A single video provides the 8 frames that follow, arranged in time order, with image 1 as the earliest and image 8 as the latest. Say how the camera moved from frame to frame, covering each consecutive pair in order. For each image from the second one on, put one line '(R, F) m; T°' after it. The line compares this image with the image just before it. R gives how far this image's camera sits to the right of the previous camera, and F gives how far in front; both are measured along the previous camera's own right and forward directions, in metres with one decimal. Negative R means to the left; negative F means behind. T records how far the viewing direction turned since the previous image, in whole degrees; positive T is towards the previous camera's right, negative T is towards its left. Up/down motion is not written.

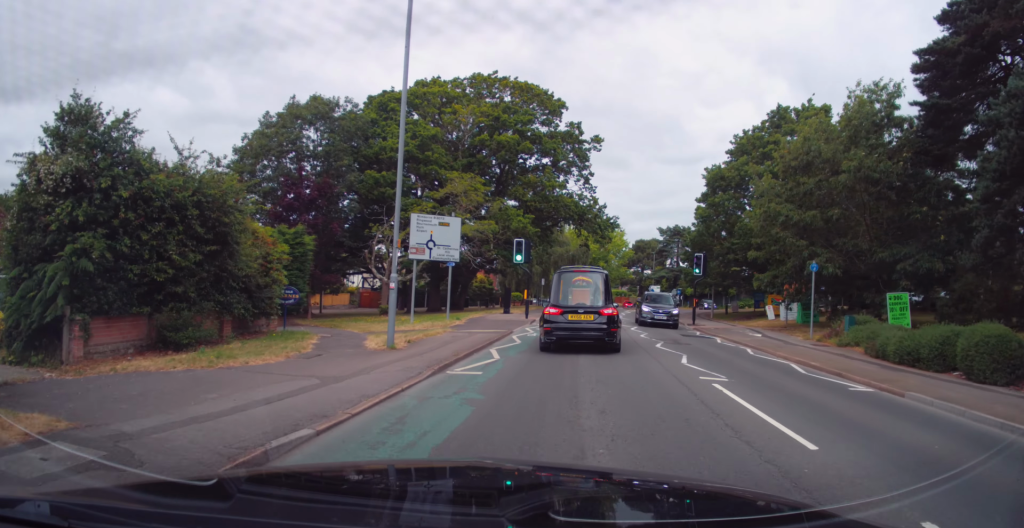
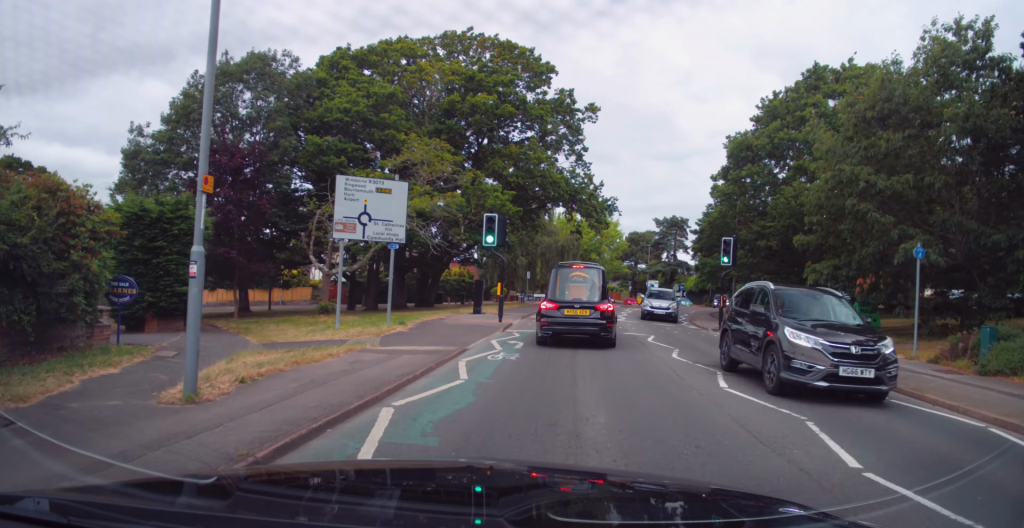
(+0.2, +8.1) m; +1°
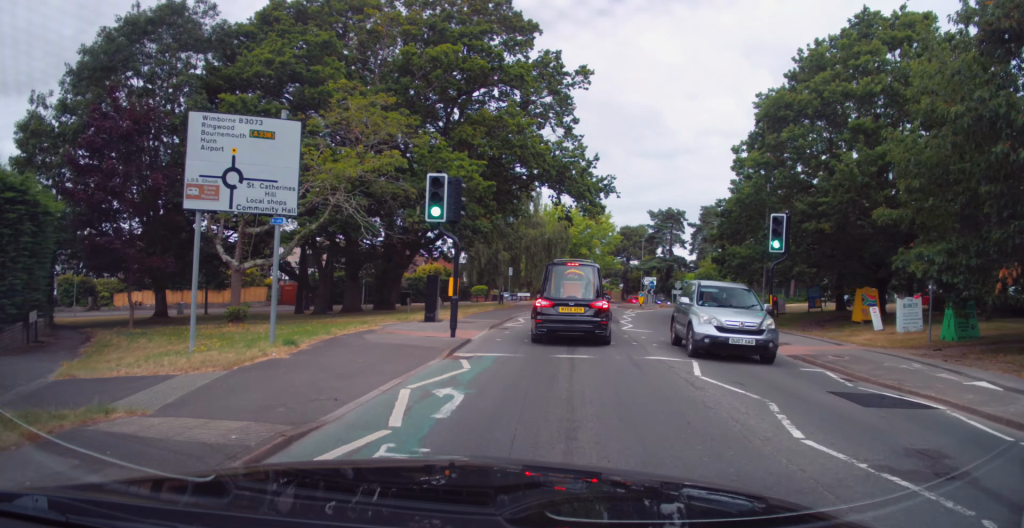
(0.0, +7.6) m; 0°
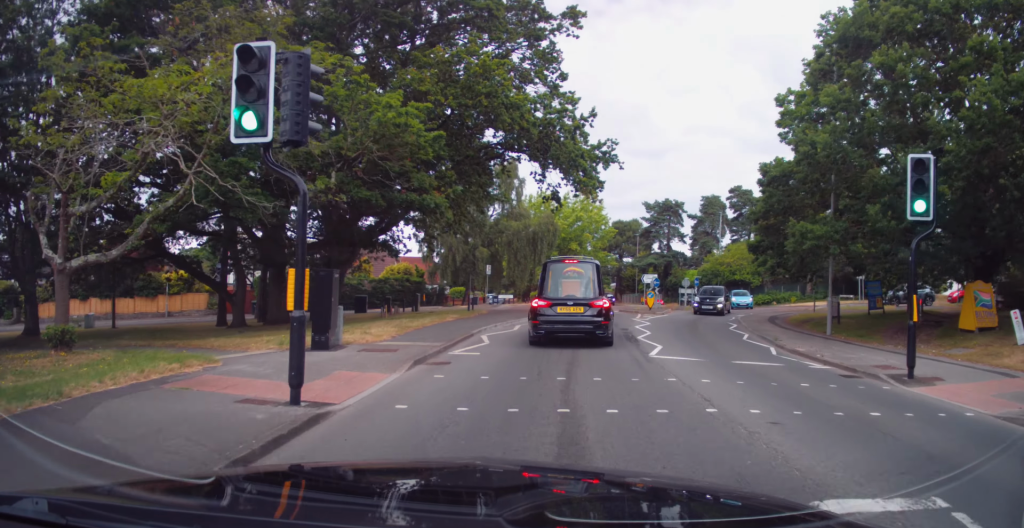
(-0.1, +8.4) m; 0°
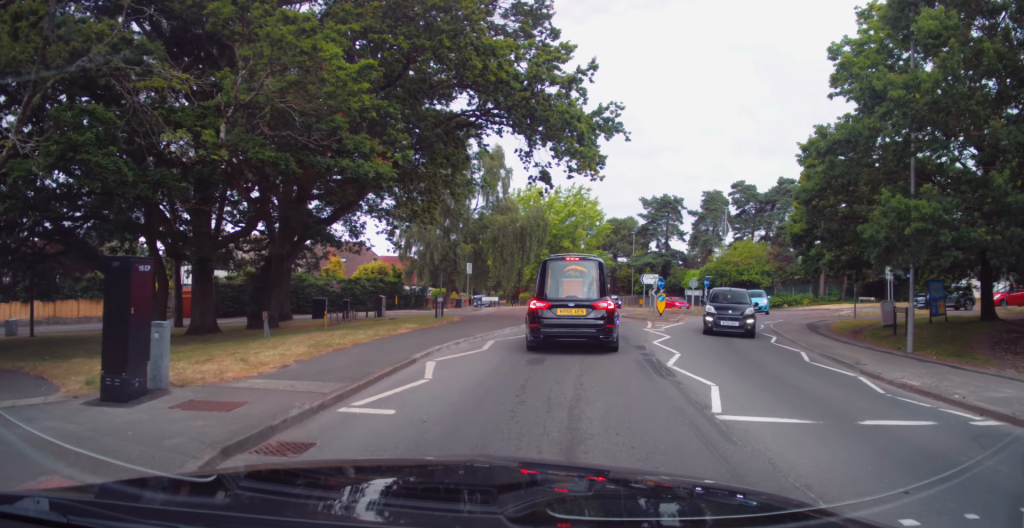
(0.0, +5.3) m; +2°
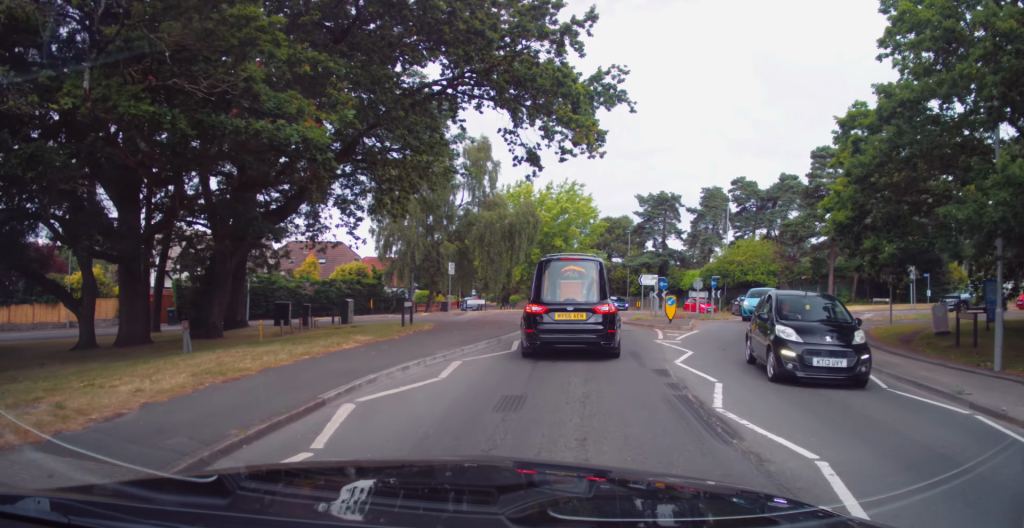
(0.0, +3.8) m; +3°
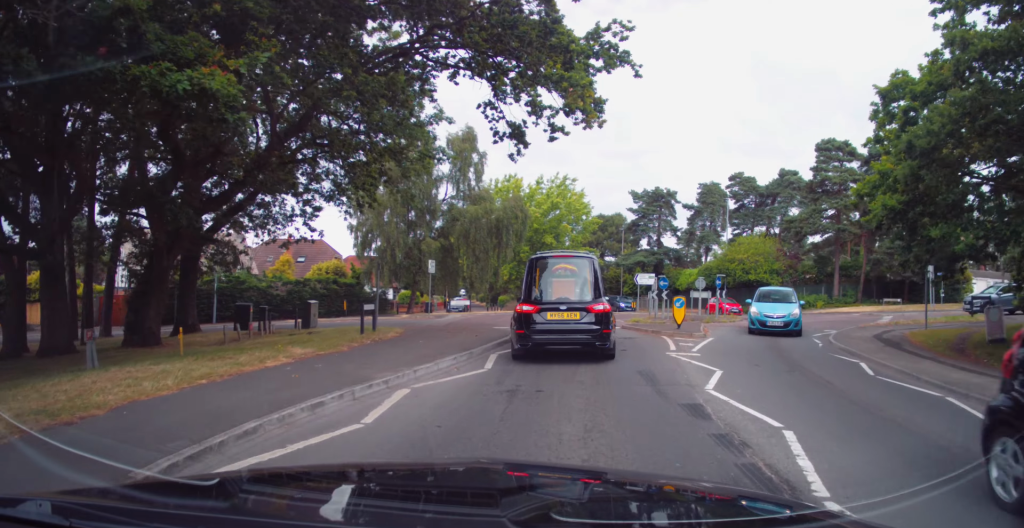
(+0.1, +3.1) m; 0°
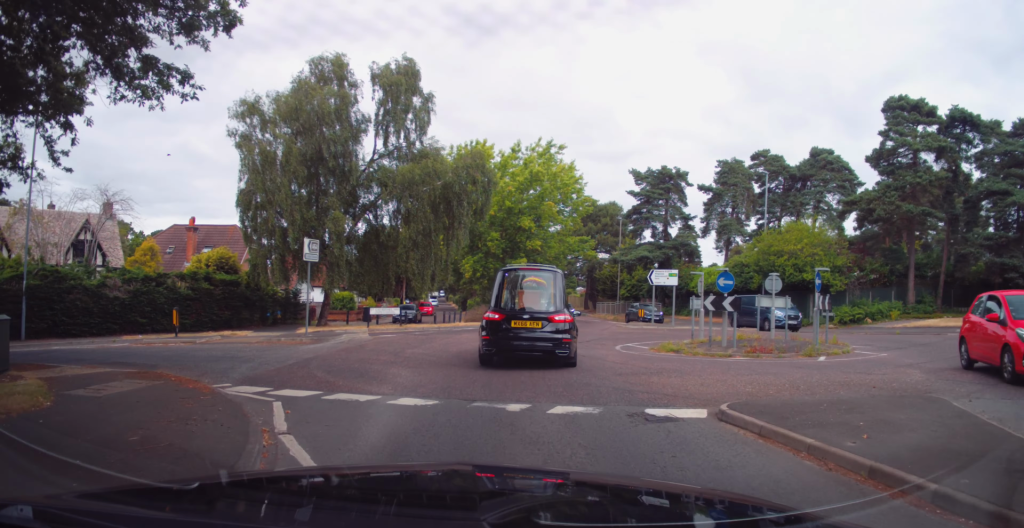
(+0.1, +14.8) m; -2°
